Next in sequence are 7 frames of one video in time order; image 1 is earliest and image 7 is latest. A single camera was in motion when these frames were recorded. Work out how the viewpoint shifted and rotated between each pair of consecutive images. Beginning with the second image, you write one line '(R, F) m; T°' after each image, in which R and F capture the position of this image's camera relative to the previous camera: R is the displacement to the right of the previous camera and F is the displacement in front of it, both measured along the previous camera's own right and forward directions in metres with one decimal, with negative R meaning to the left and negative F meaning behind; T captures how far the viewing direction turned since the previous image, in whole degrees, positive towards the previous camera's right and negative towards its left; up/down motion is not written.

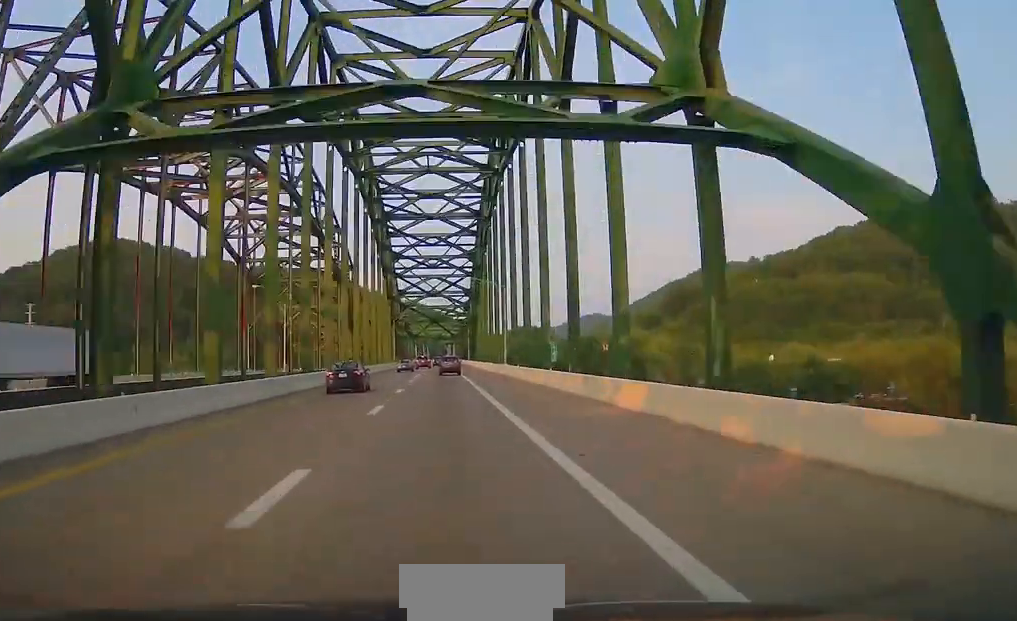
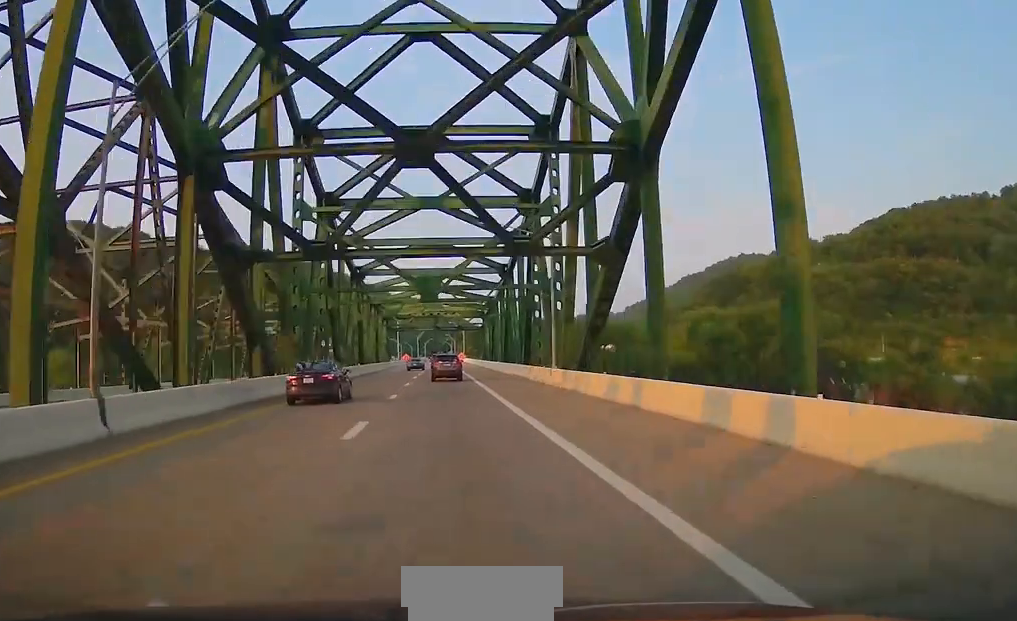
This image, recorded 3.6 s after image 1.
(-0.4, +99.3) m; 0°
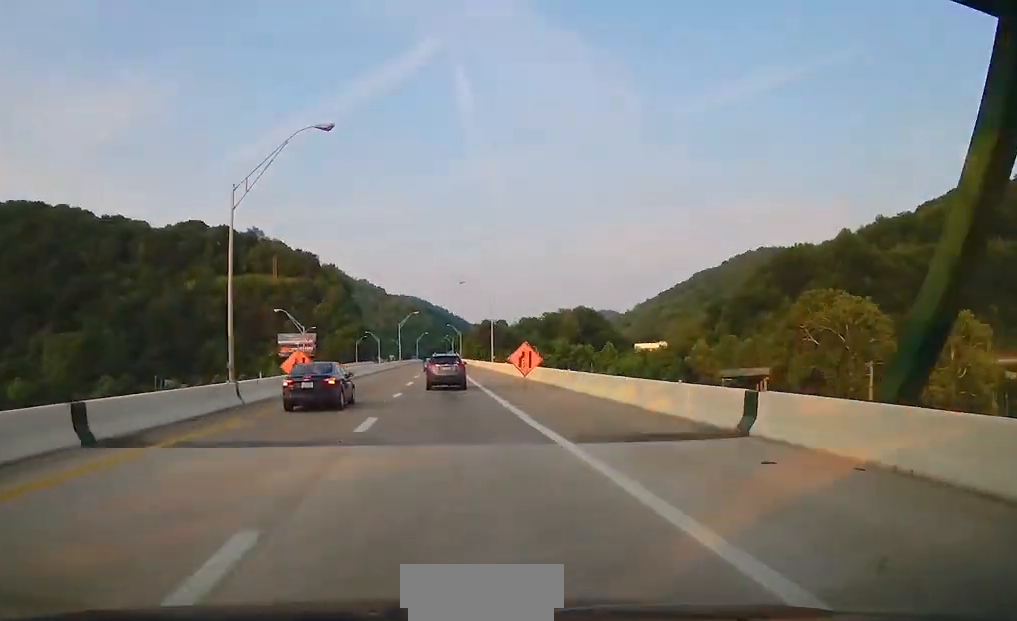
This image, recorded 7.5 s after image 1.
(0.0, +98.8) m; 0°
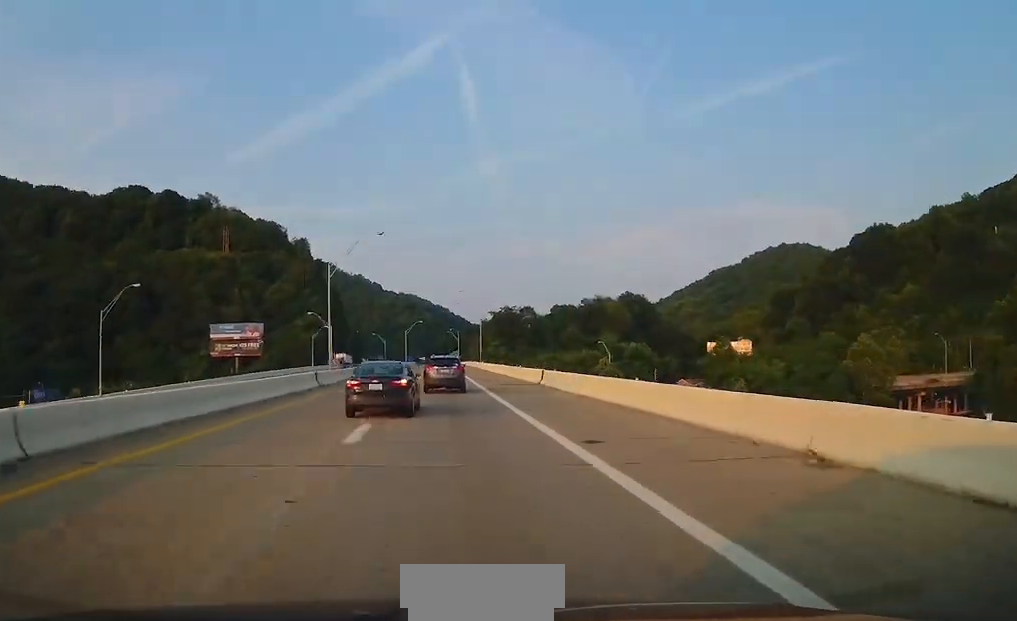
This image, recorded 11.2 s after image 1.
(0.0, +88.8) m; 0°
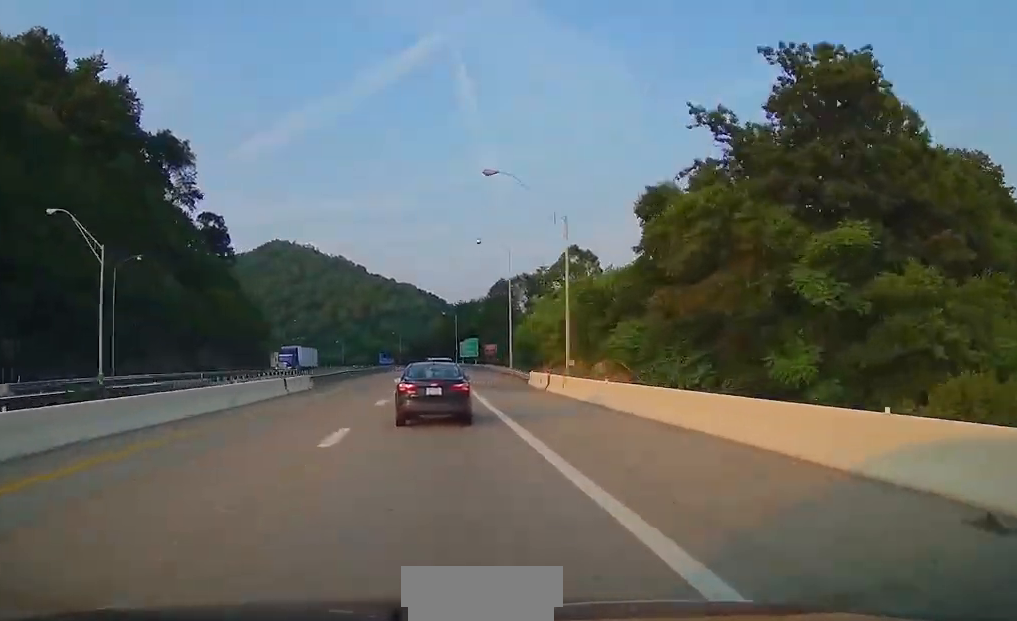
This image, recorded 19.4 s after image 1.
(+0.8, +182.6) m; 0°
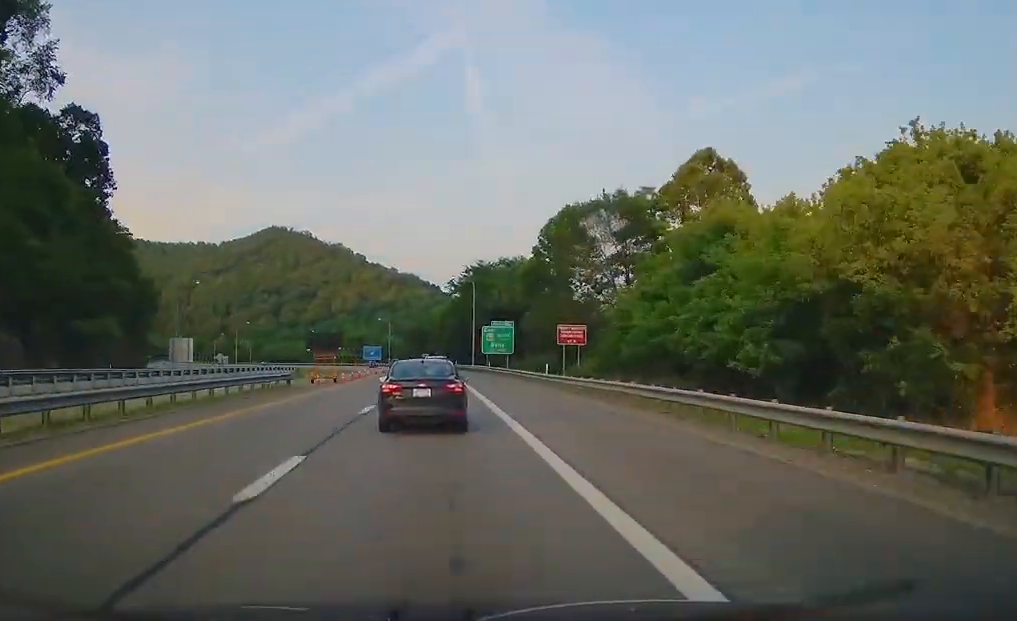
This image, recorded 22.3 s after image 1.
(-0.1, +65.3) m; -2°
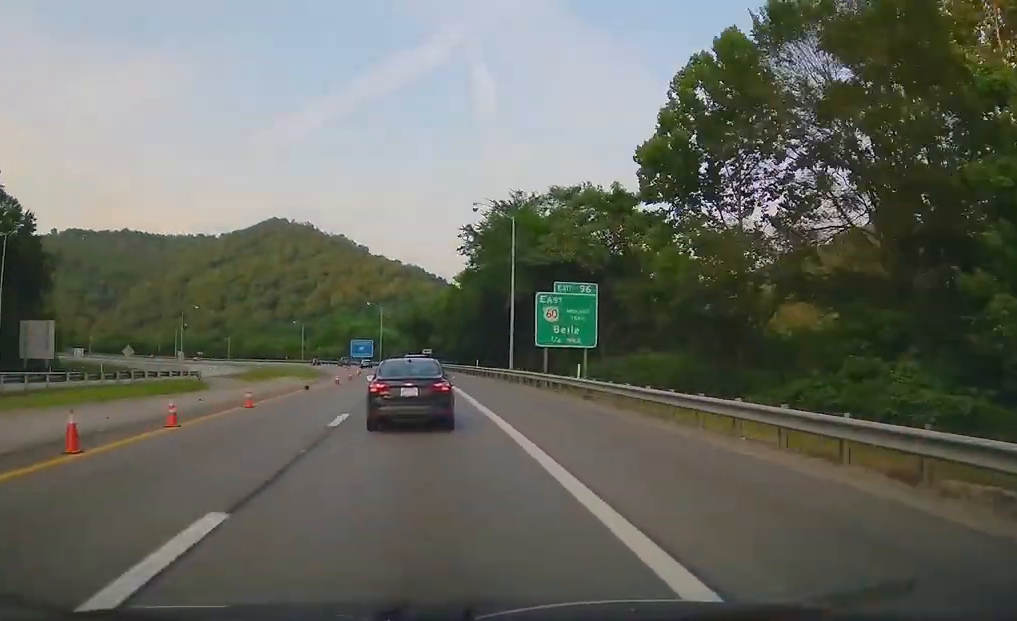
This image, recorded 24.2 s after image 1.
(+0.2, +42.1) m; -4°
